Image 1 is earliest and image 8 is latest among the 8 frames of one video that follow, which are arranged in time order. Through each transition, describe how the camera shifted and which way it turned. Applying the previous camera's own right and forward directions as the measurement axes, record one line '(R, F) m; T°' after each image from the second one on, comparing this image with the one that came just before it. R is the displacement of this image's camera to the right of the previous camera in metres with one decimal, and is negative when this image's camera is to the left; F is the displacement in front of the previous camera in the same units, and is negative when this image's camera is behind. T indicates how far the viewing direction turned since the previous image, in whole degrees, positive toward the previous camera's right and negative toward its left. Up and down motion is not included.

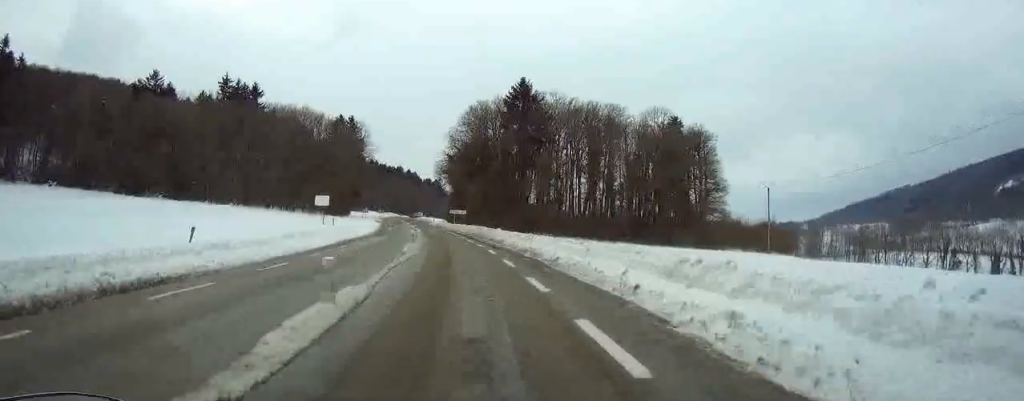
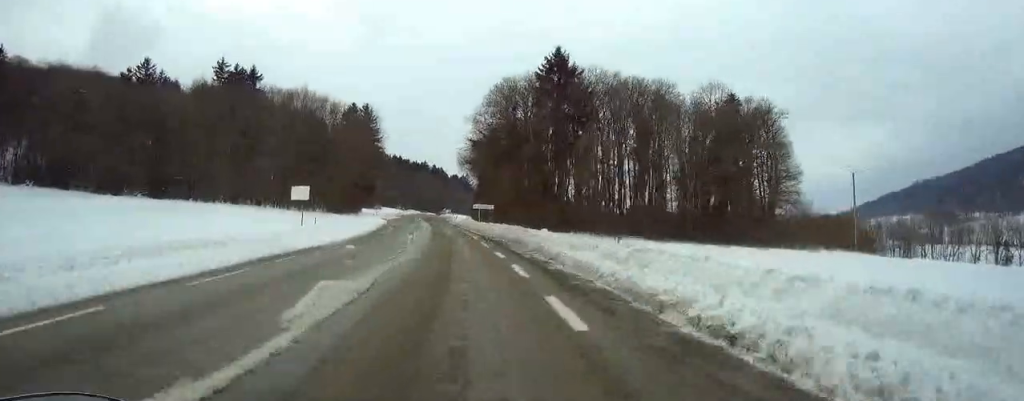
(-0.7, +17.7) m; -2°
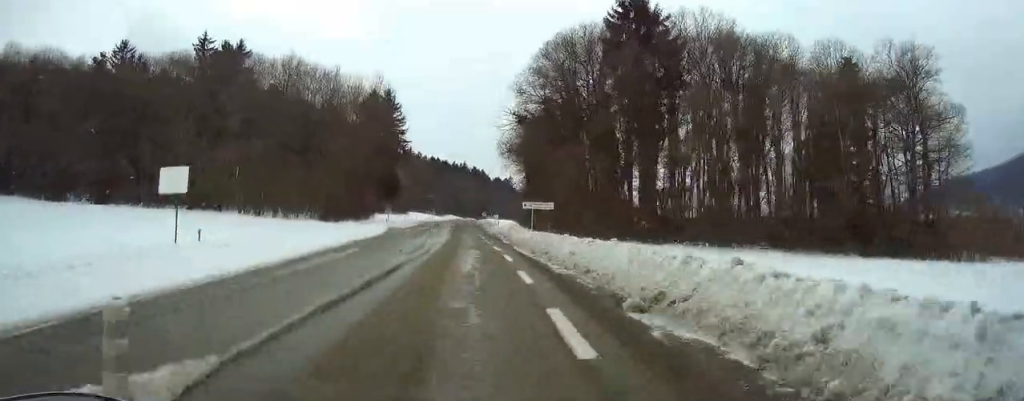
(-0.3, +26.5) m; -2°
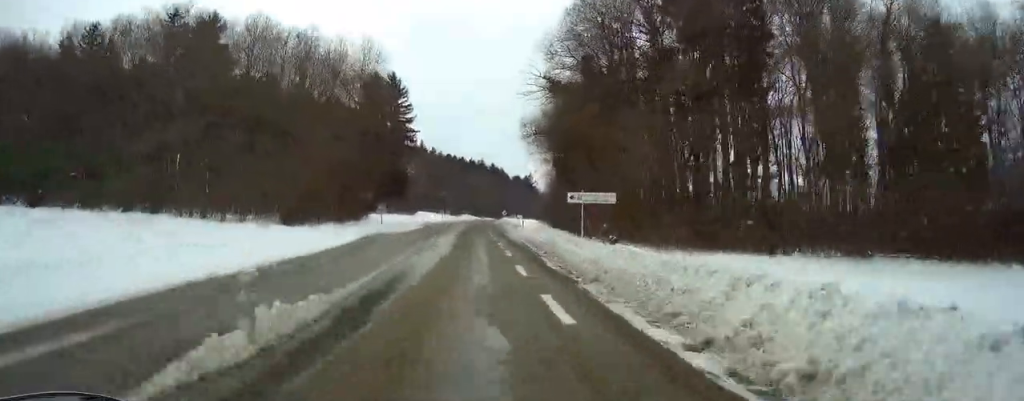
(-0.4, +17.2) m; -2°
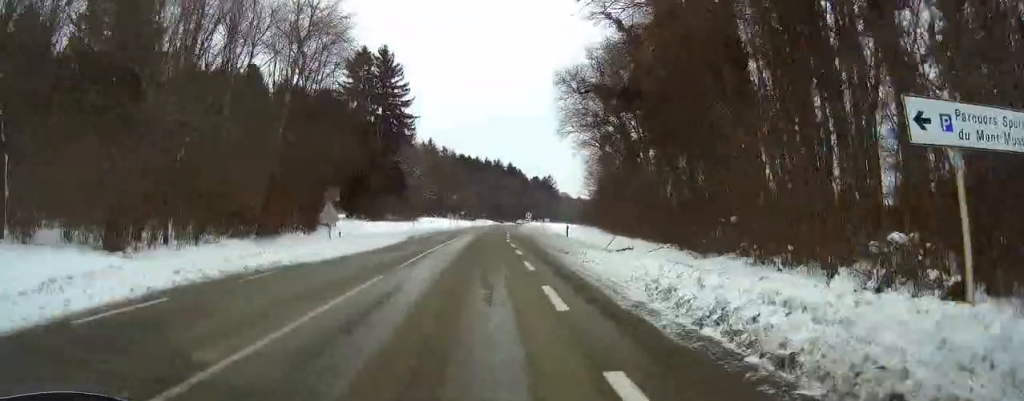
(-0.5, +25.0) m; -1°
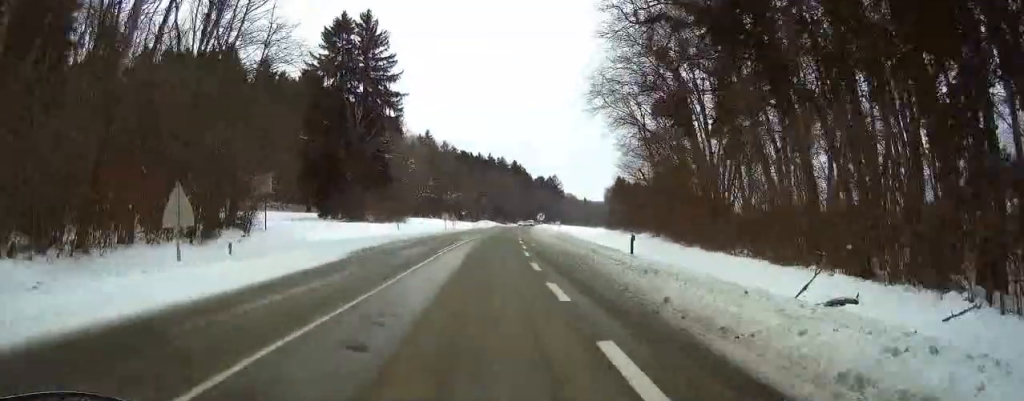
(0.0, +17.8) m; +1°
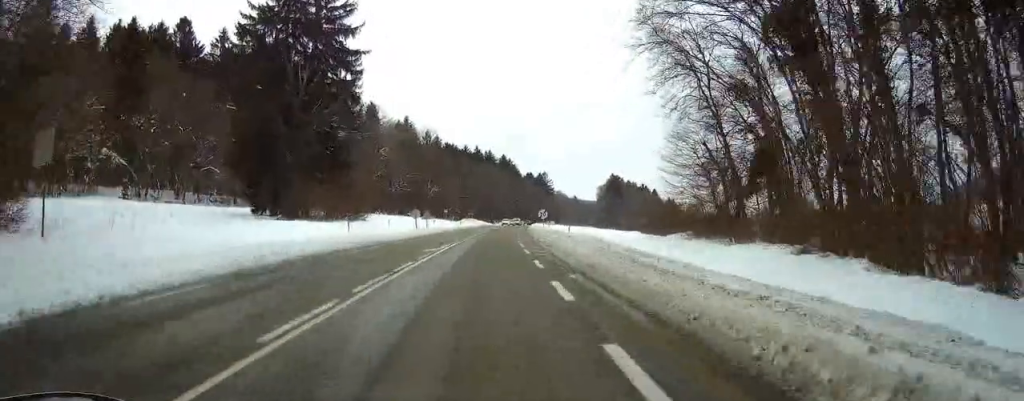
(+0.2, +19.2) m; +1°
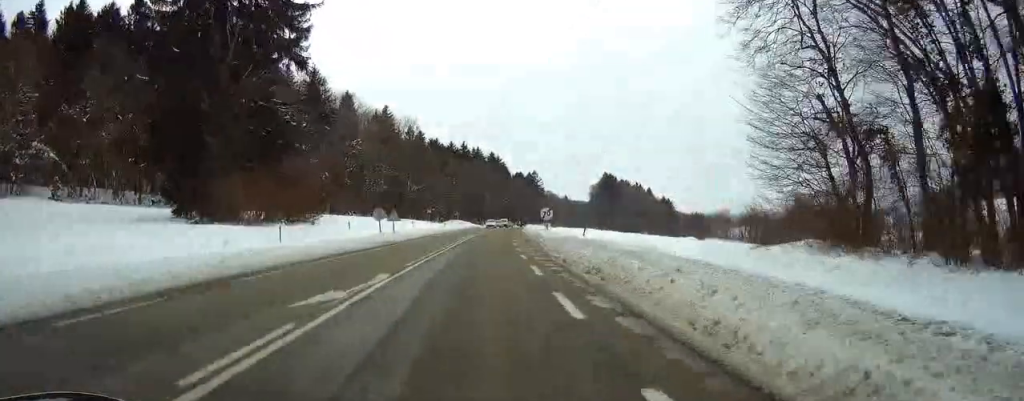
(0.0, +14.3) m; 0°
